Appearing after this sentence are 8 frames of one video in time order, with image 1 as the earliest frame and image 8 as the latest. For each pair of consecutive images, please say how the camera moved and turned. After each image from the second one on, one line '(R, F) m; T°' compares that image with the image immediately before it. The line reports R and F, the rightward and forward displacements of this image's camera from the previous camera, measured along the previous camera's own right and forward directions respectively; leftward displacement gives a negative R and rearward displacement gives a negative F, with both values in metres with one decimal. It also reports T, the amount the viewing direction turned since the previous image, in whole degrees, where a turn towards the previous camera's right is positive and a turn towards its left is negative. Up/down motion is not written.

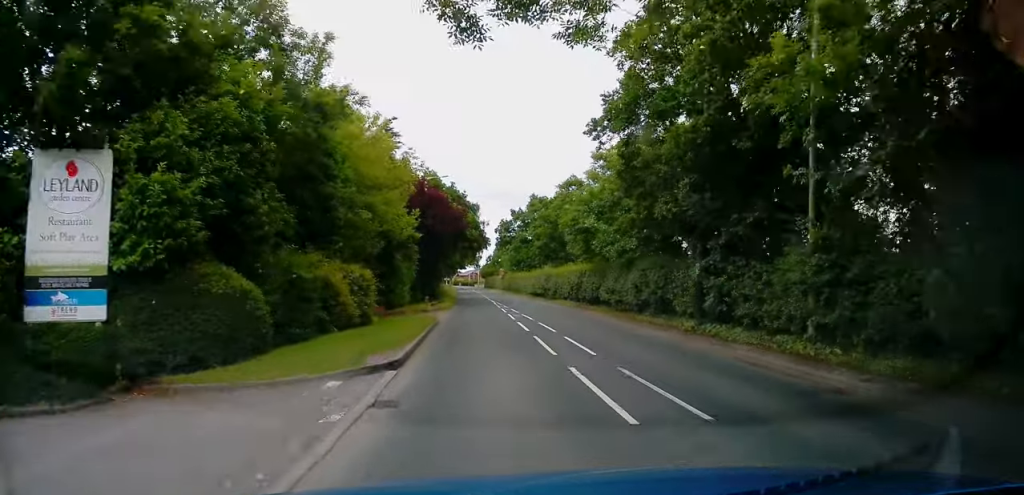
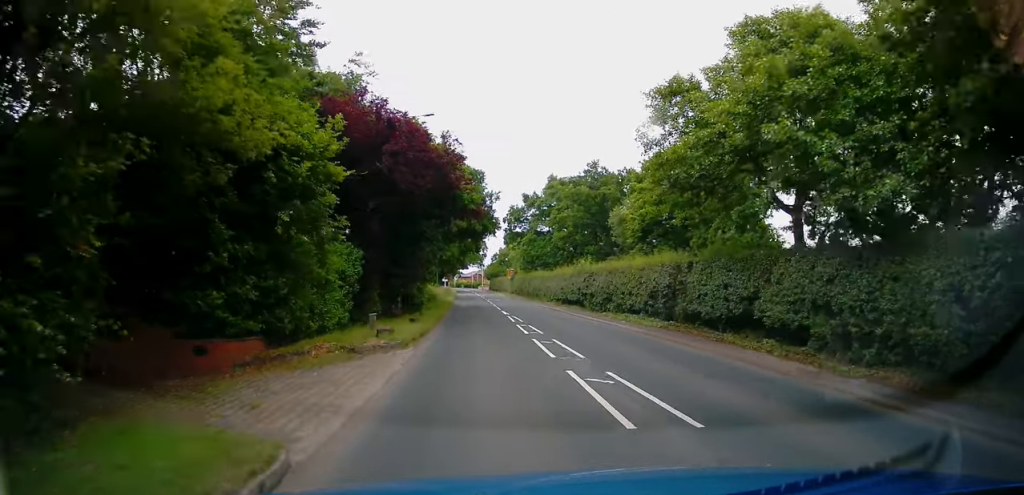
(+0.3, +18.5) m; +2°
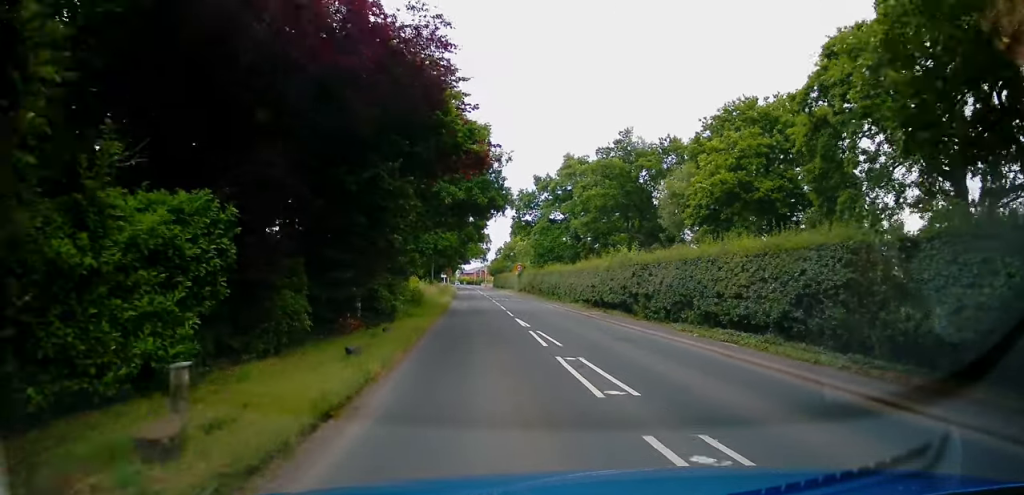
(+0.4, +10.6) m; 0°
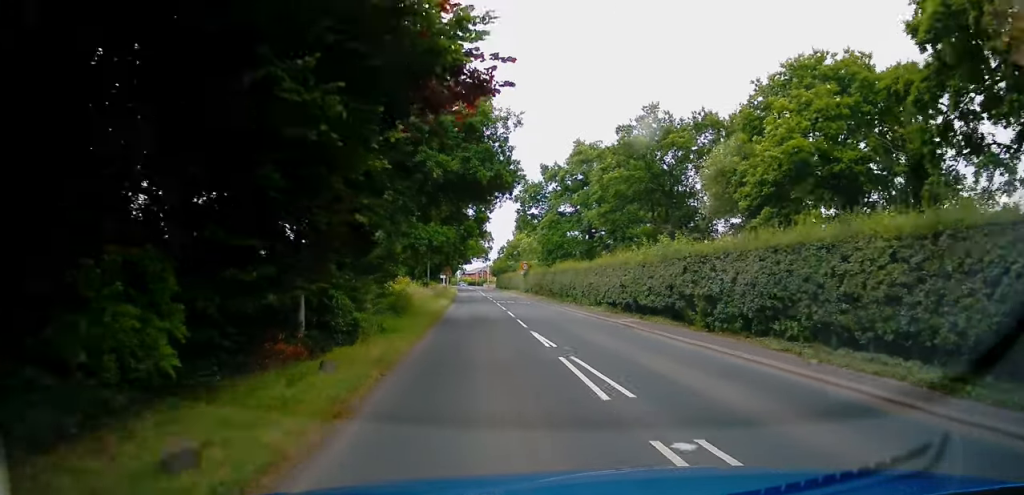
(-0.2, +6.0) m; -1°
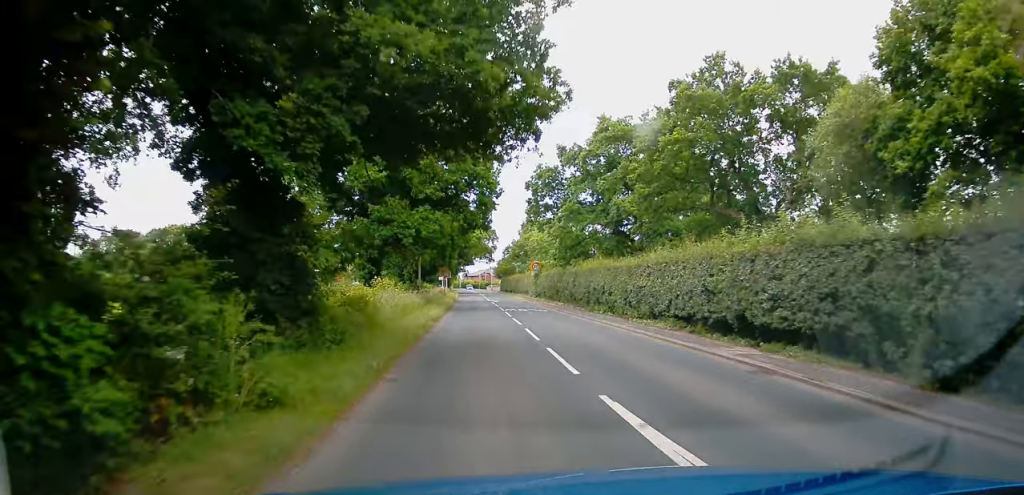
(-0.2, +9.8) m; -1°
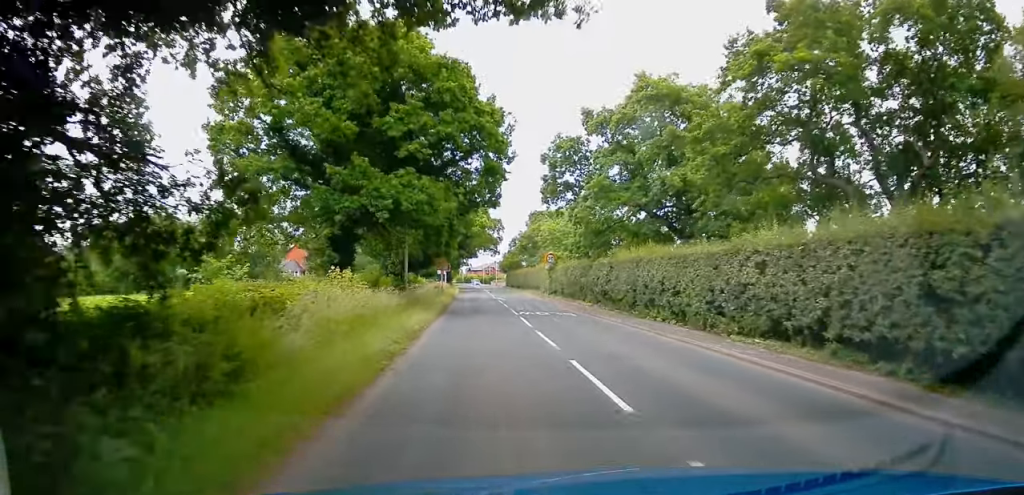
(+0.1, +8.7) m; 0°
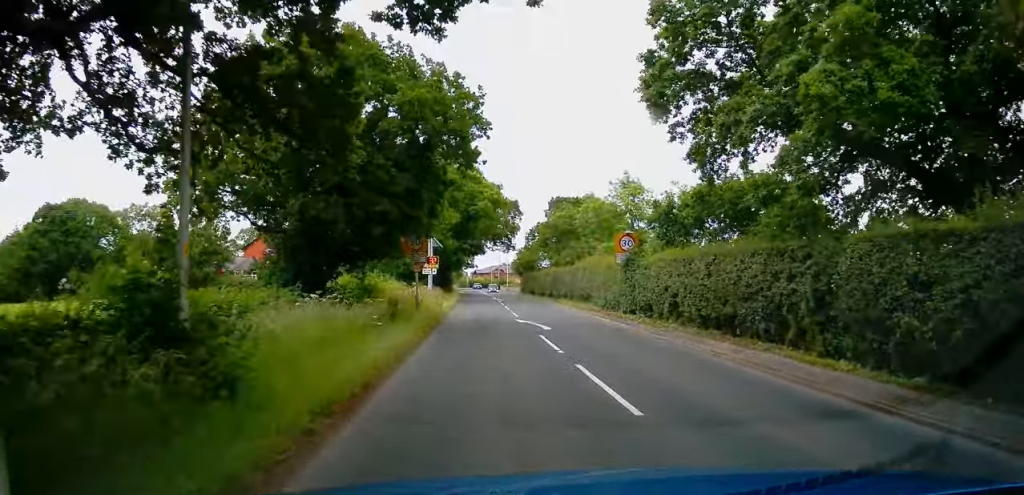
(0.0, +24.2) m; -1°
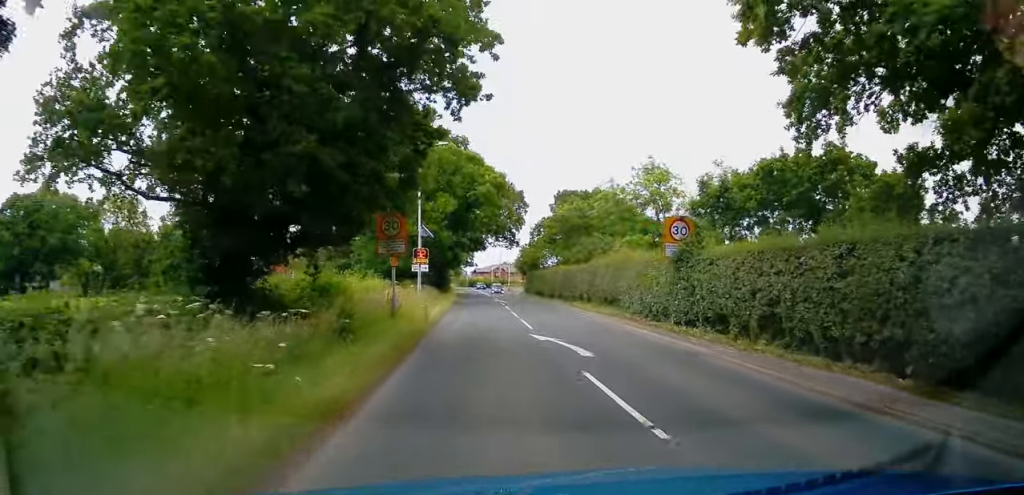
(+0.2, +7.0) m; -1°
